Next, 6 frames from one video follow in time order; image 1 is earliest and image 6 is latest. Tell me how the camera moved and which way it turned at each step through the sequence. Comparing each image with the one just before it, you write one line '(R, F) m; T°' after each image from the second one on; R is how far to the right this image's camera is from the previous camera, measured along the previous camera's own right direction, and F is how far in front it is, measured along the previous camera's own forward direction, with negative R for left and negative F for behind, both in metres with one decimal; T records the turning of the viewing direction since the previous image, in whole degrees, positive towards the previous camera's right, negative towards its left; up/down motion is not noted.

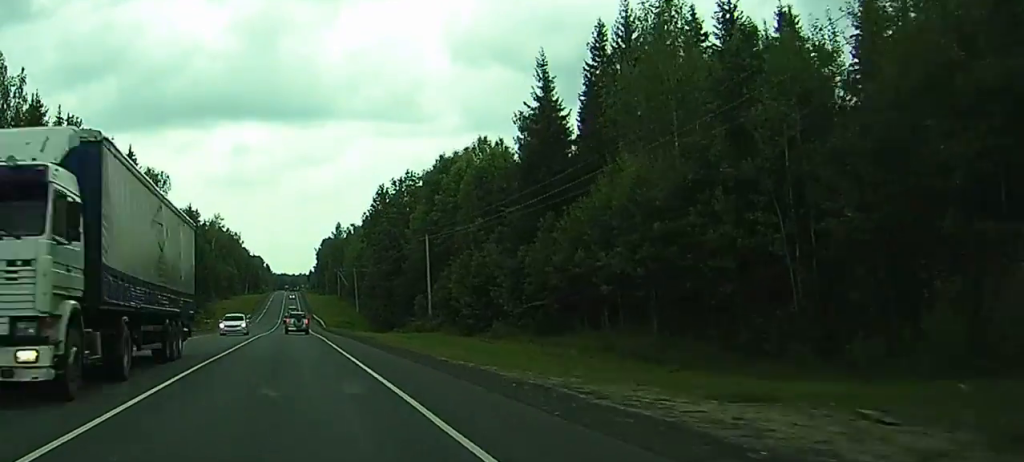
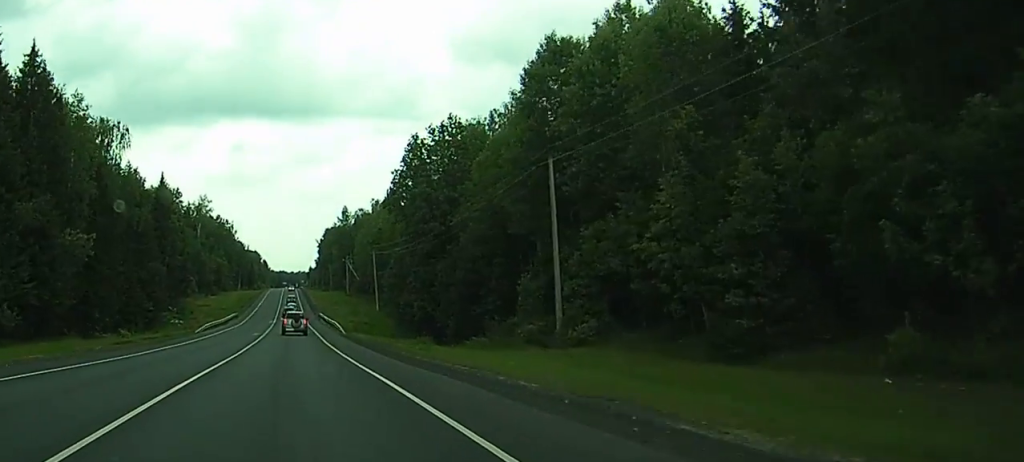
(0.0, +39.8) m; 0°
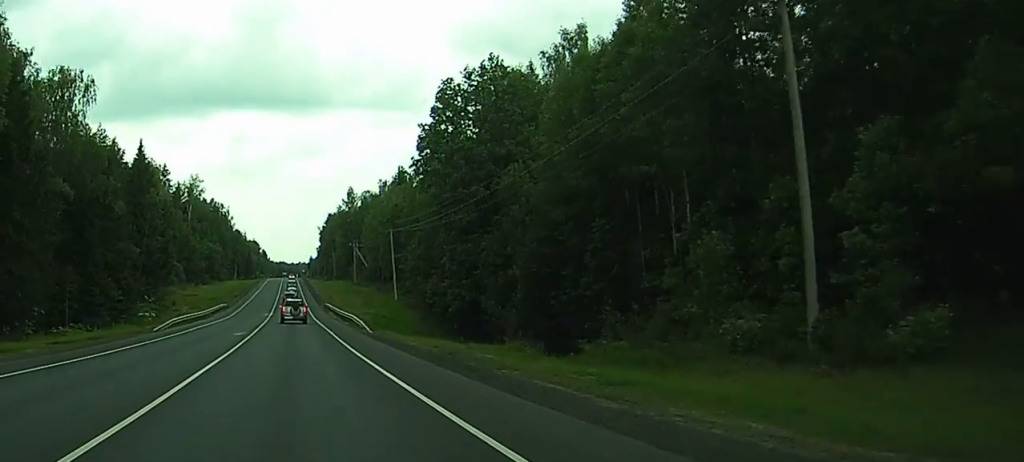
(-0.2, +21.7) m; 0°
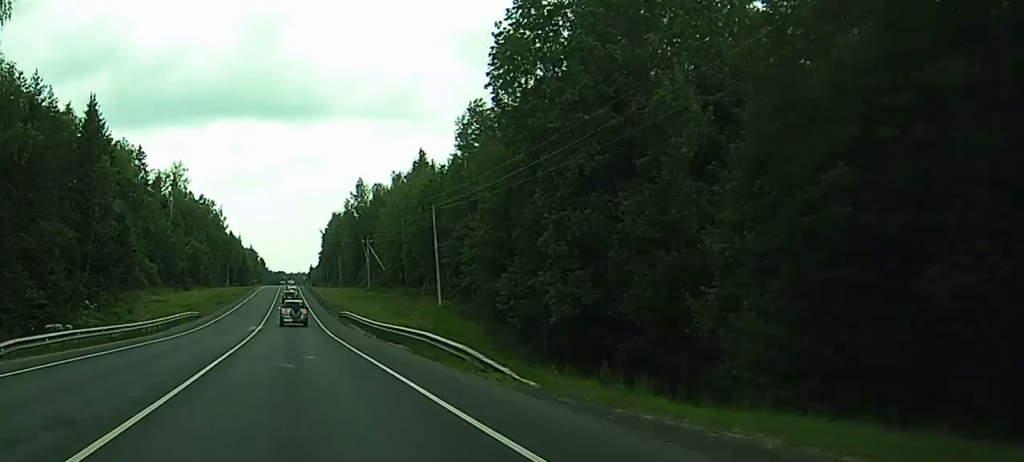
(+0.1, +31.4) m; 0°
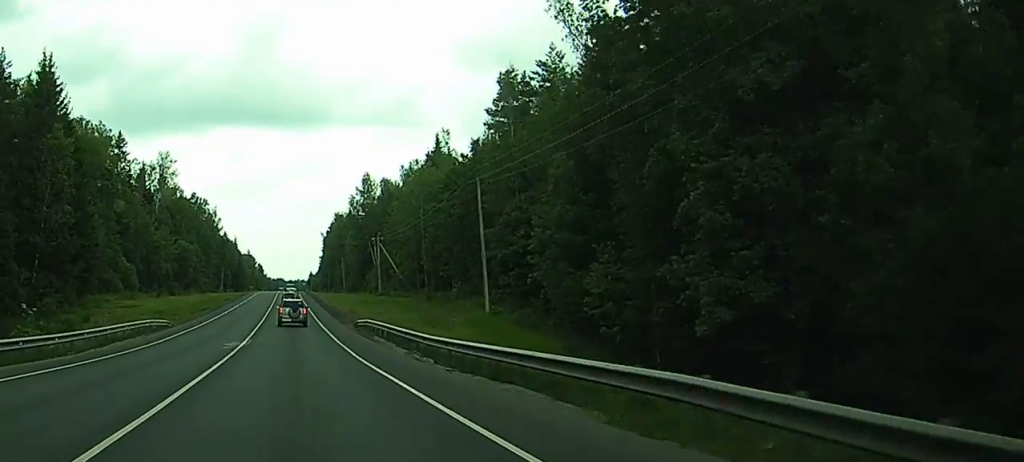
(+0.1, +18.3) m; 0°
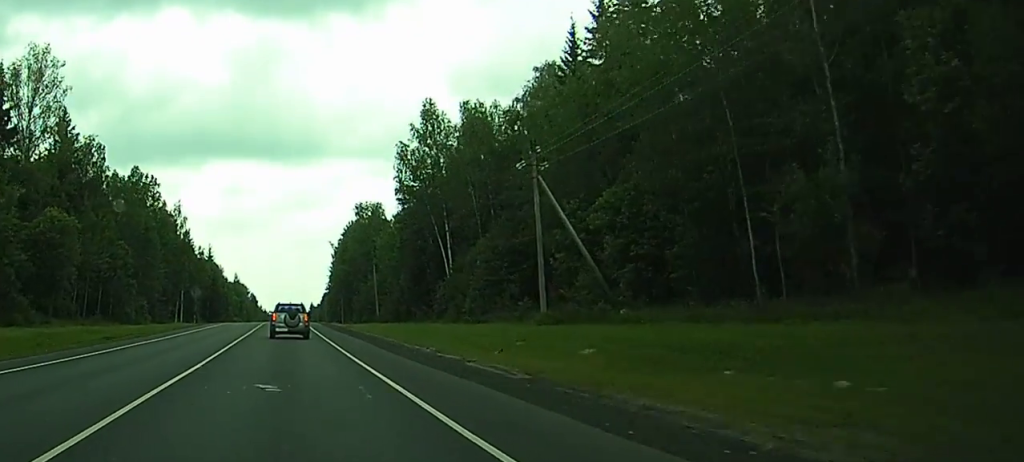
(-1.0, +81.0) m; -2°
